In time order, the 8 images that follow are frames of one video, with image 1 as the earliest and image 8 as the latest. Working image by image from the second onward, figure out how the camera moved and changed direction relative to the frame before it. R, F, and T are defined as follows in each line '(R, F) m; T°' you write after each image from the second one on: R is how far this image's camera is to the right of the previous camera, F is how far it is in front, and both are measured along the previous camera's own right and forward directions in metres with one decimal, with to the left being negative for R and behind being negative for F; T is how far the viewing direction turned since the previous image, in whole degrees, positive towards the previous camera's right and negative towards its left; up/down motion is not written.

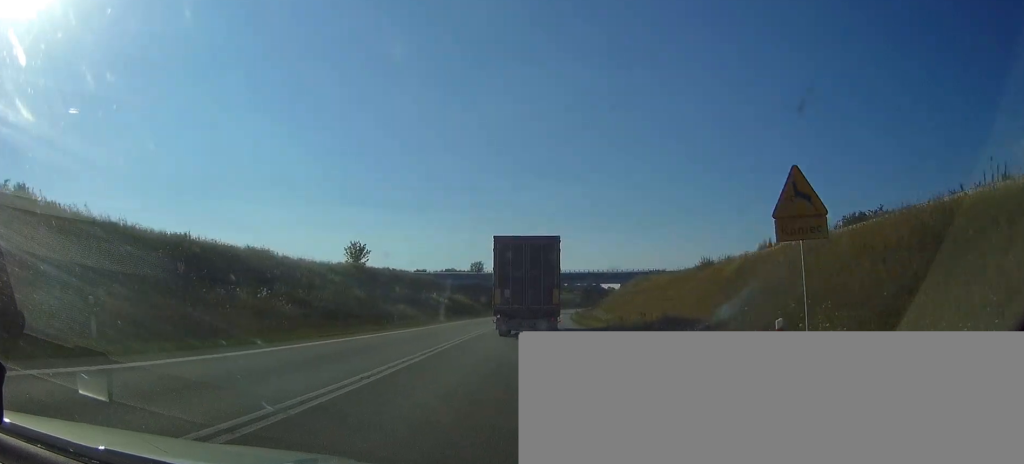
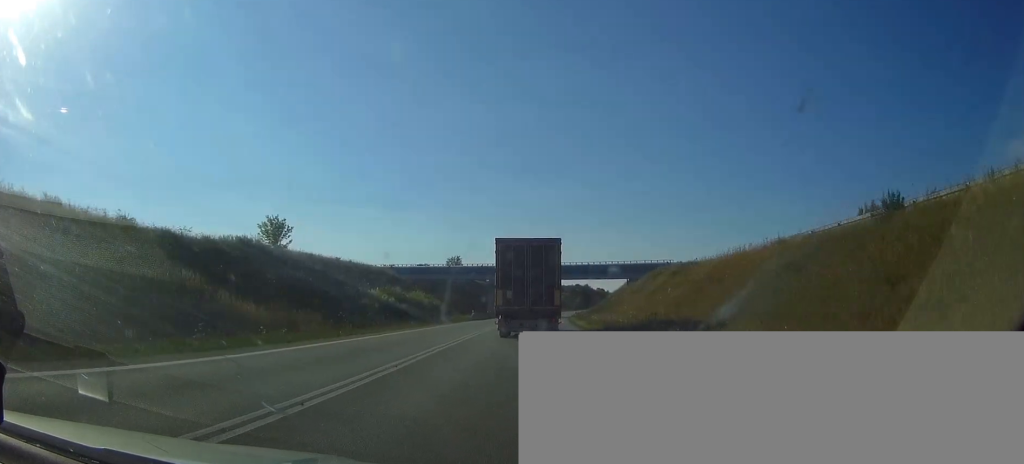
(+0.2, +27.2) m; +1°
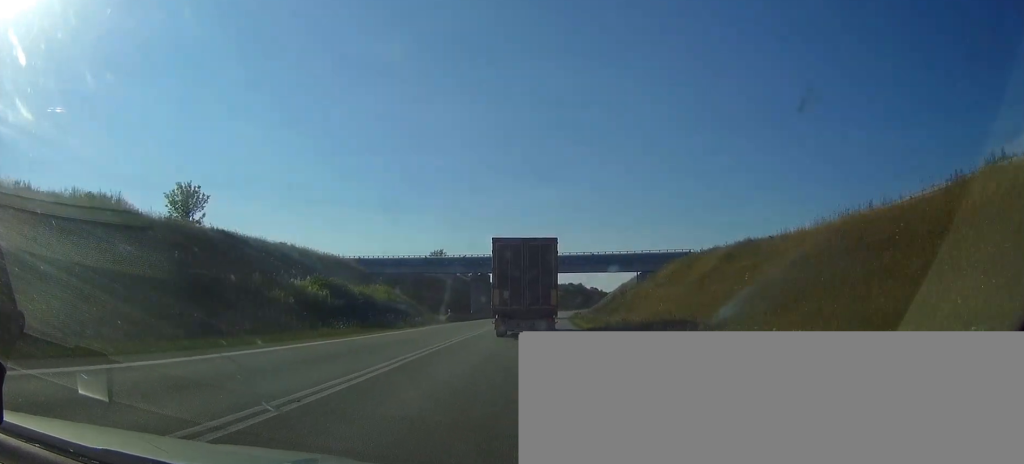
(+0.1, +17.8) m; +1°
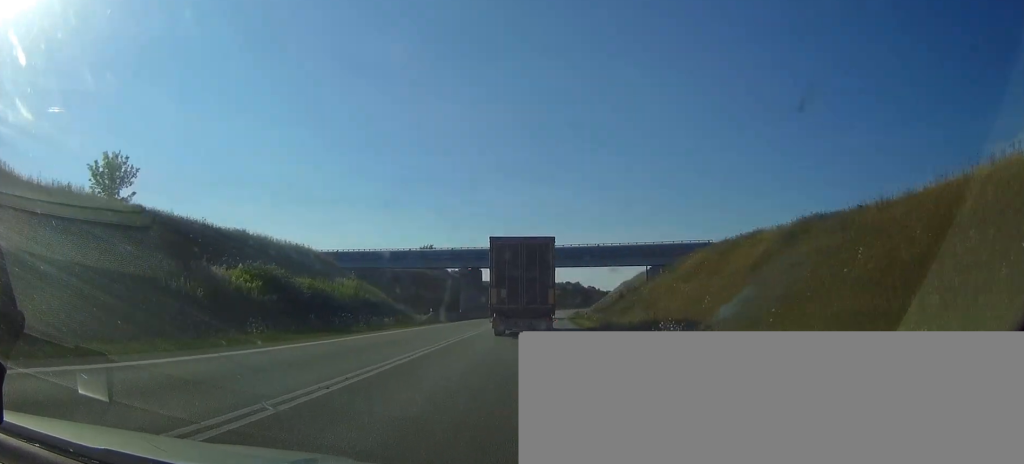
(+0.1, +10.5) m; +1°
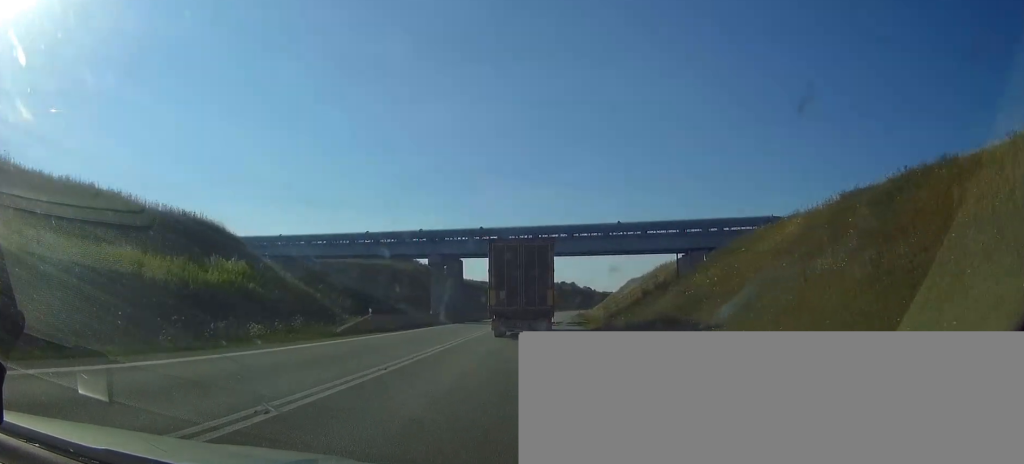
(+0.2, +20.4) m; +1°
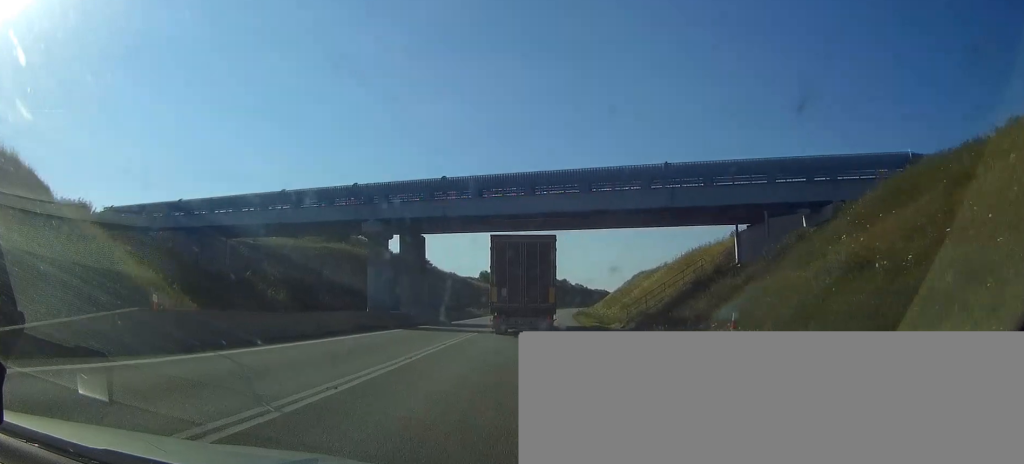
(+0.3, +21.4) m; +1°
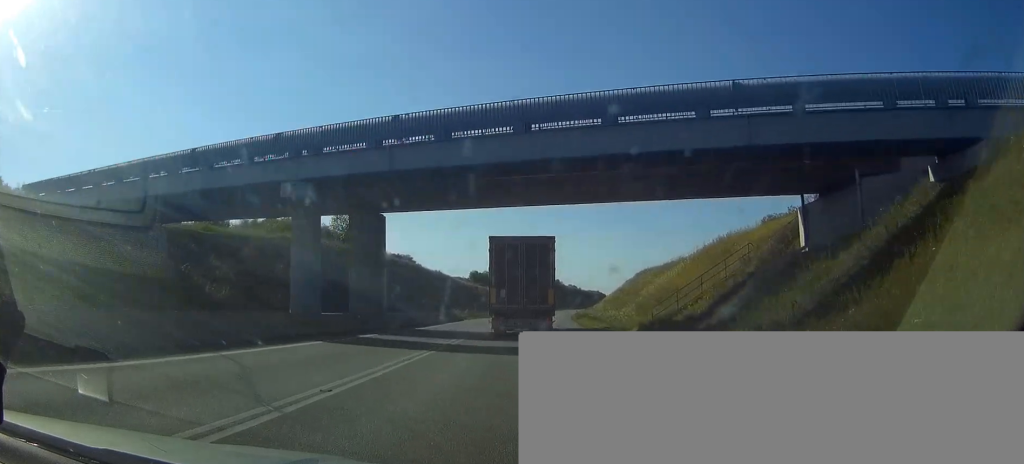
(0.0, +12.3) m; +1°
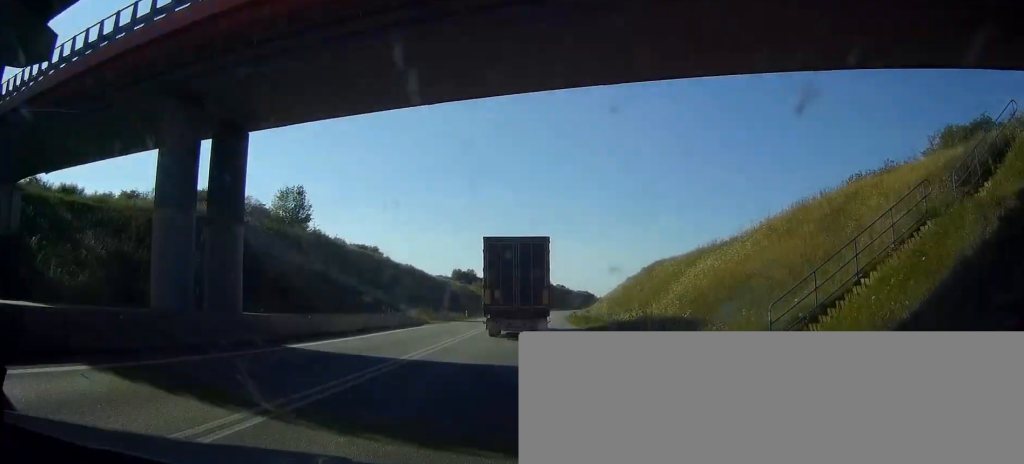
(+0.2, +19.3) m; +1°
